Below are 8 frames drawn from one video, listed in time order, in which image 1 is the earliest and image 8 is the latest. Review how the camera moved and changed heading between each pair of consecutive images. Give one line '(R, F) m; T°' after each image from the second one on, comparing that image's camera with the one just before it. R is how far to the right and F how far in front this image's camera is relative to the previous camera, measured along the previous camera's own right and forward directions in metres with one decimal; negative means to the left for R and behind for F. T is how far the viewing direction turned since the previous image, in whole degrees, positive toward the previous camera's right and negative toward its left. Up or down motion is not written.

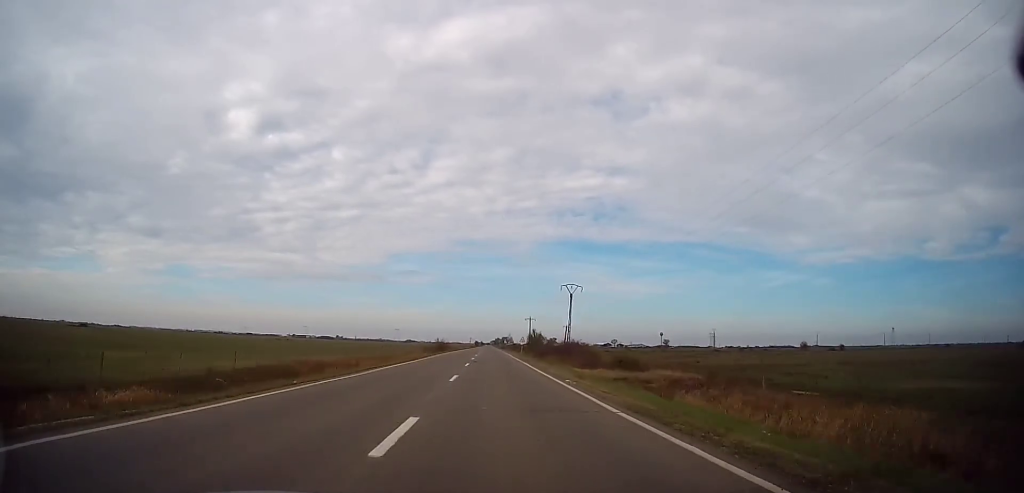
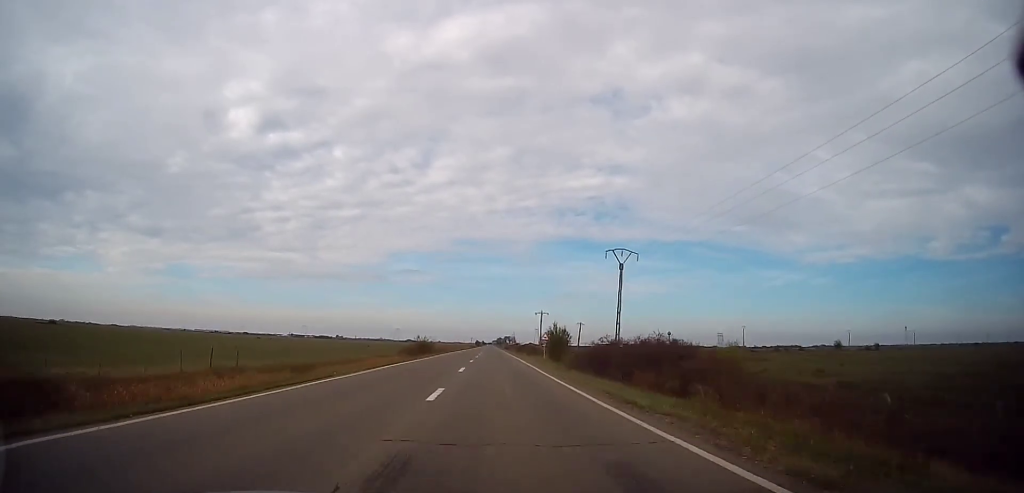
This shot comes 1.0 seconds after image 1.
(-0.1, +28.6) m; +1°
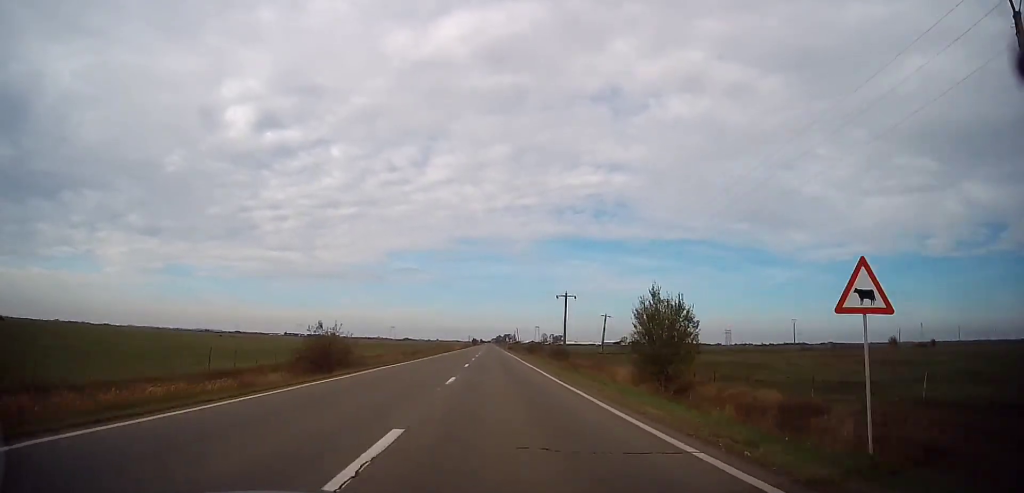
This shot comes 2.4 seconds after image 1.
(+0.5, +41.3) m; 0°
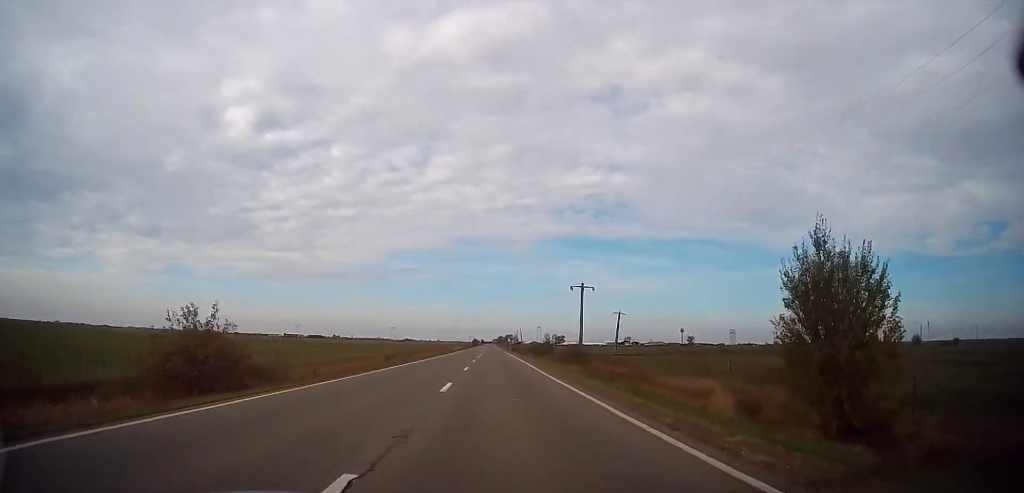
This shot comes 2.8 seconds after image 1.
(-0.1, +13.8) m; 0°
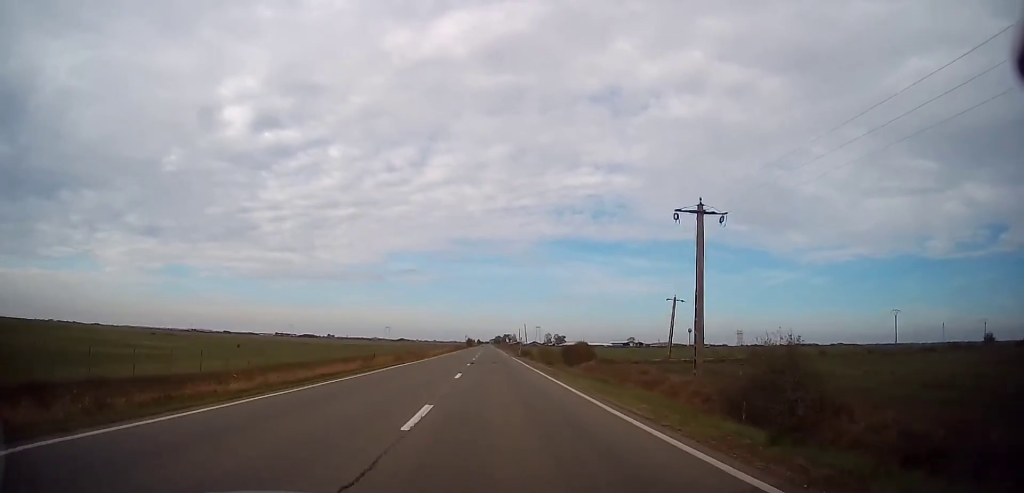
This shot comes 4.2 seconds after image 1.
(-0.2, +40.2) m; -1°
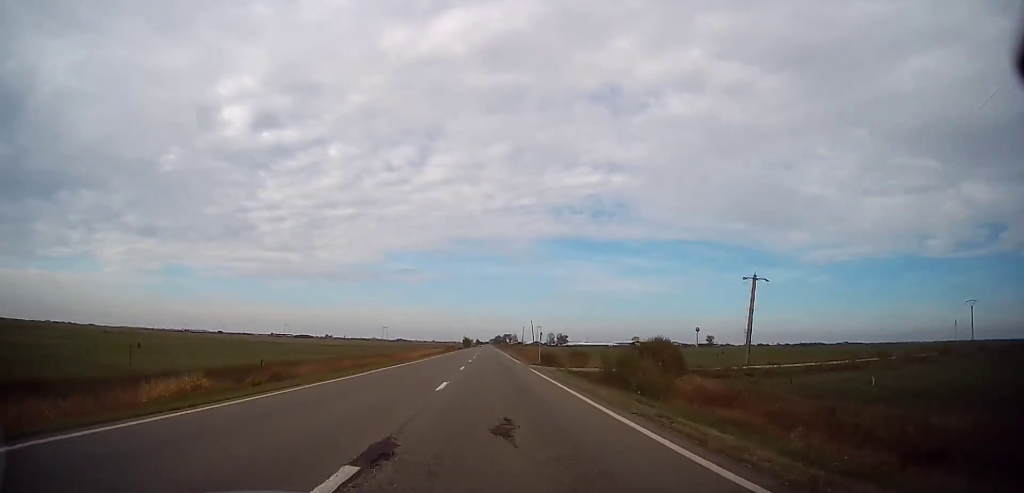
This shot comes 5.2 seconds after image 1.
(0.0, +28.1) m; +1°
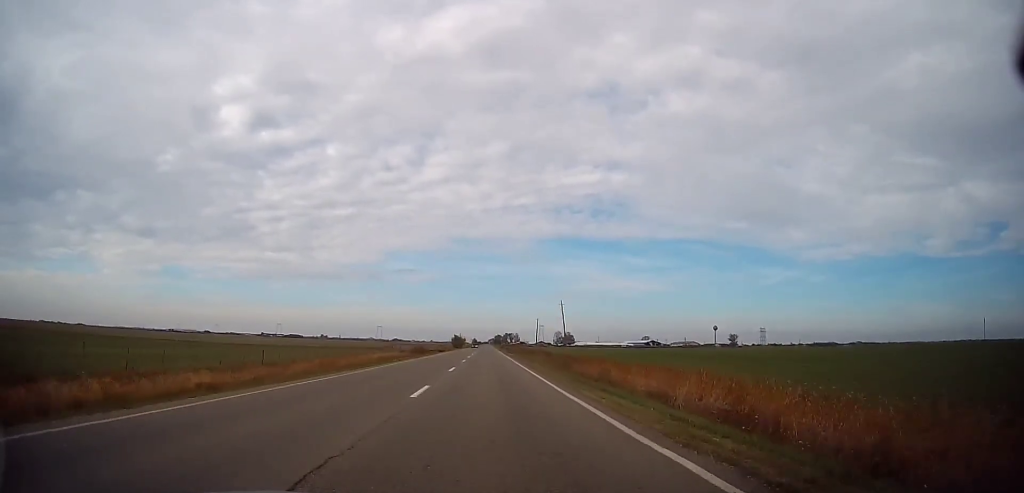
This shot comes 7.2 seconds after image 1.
(+0.5, +60.0) m; 0°
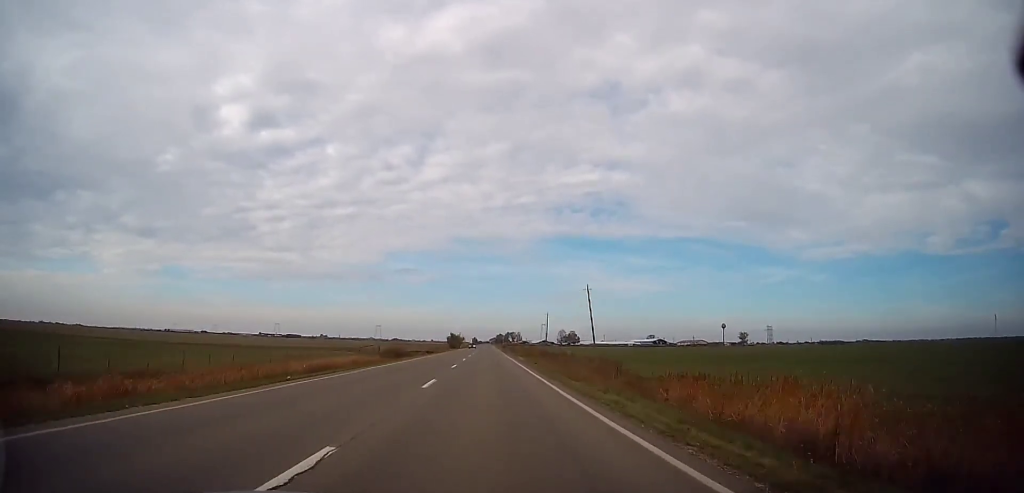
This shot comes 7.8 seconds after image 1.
(+0.2, +20.6) m; 0°
